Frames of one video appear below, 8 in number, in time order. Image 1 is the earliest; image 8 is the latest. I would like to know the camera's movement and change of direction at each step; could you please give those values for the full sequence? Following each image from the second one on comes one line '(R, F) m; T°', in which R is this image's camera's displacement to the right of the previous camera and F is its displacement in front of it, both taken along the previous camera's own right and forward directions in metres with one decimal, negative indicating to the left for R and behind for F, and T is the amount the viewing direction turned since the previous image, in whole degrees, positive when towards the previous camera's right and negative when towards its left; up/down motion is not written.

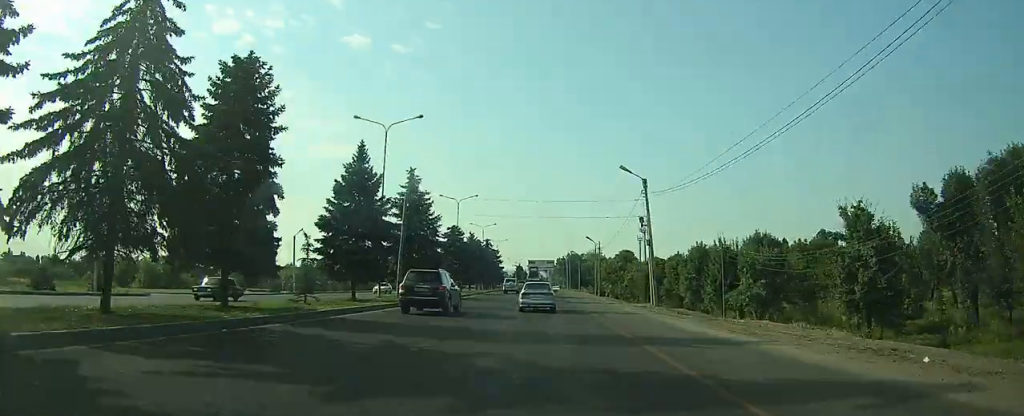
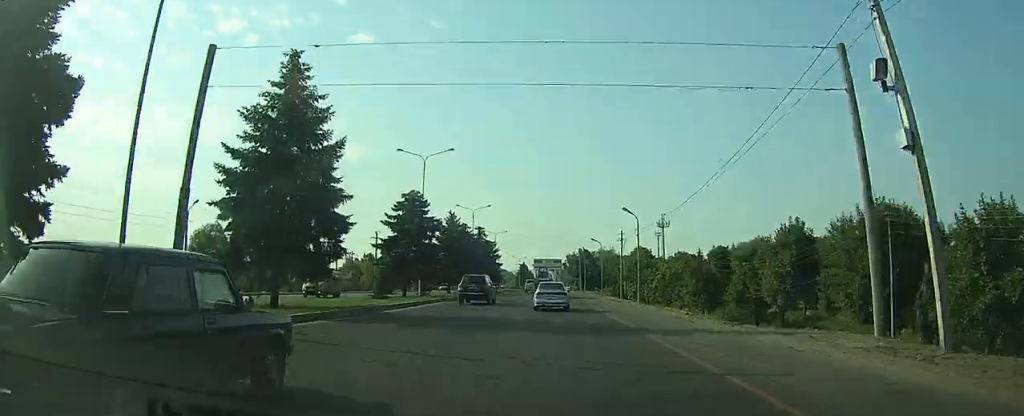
(-0.2, +25.0) m; -1°
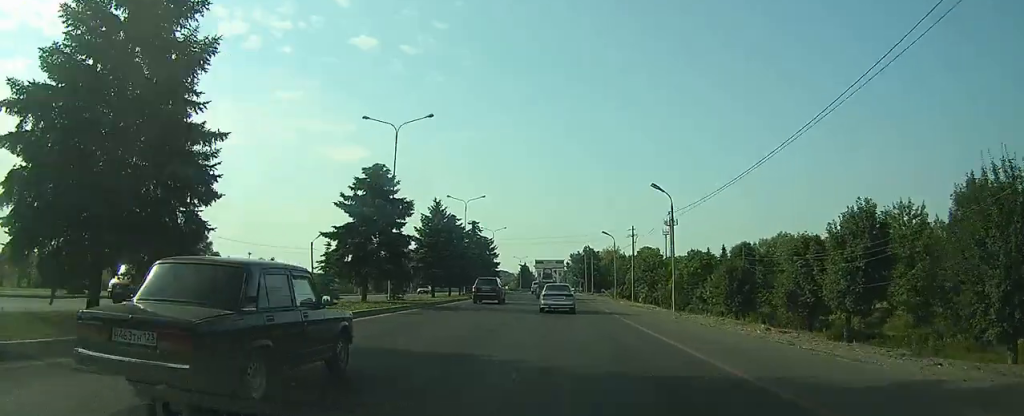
(0.0, +10.2) m; 0°
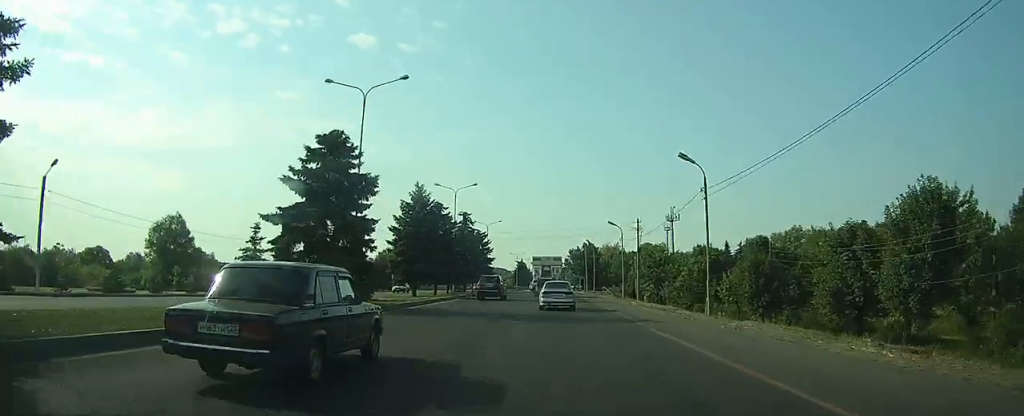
(0.0, +6.9) m; 0°
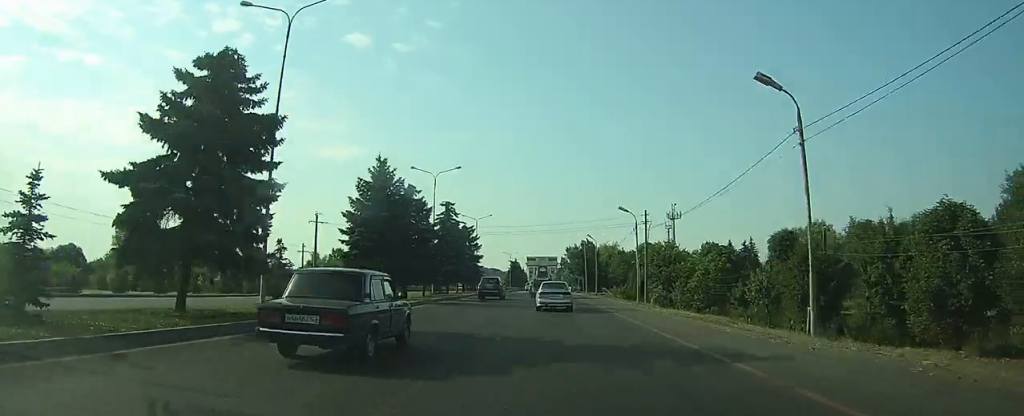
(0.0, +10.0) m; 0°
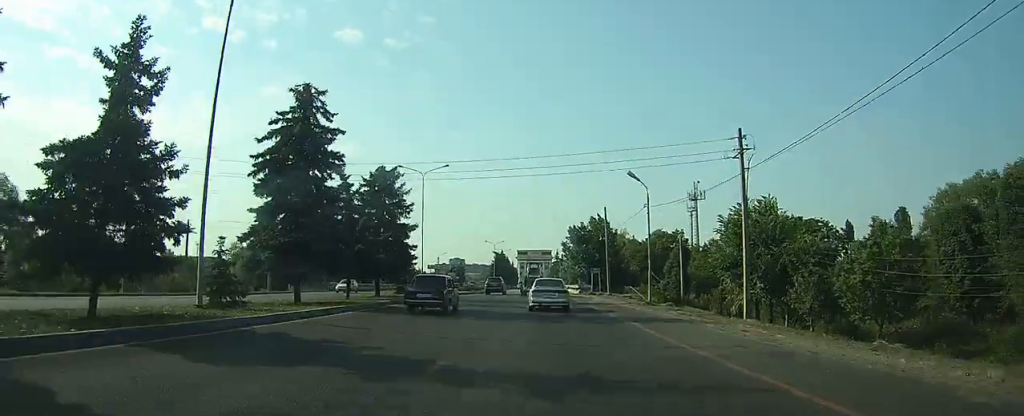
(+0.5, +38.3) m; +1°
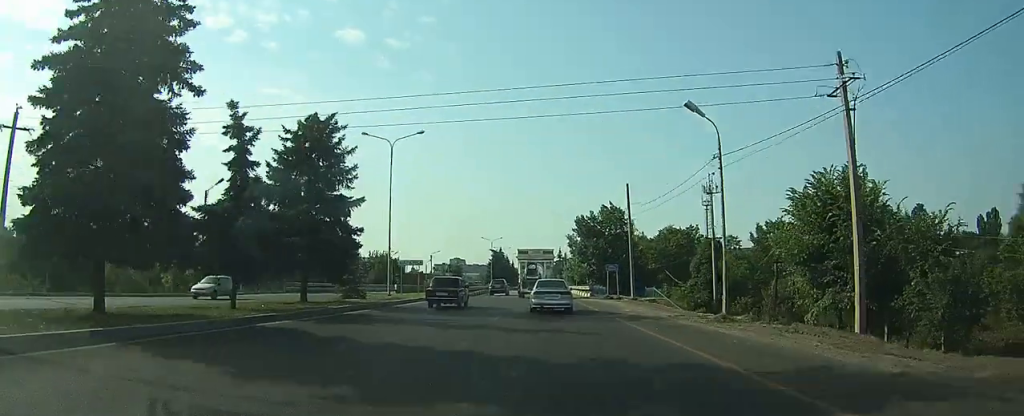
(-0.1, +13.1) m; 0°
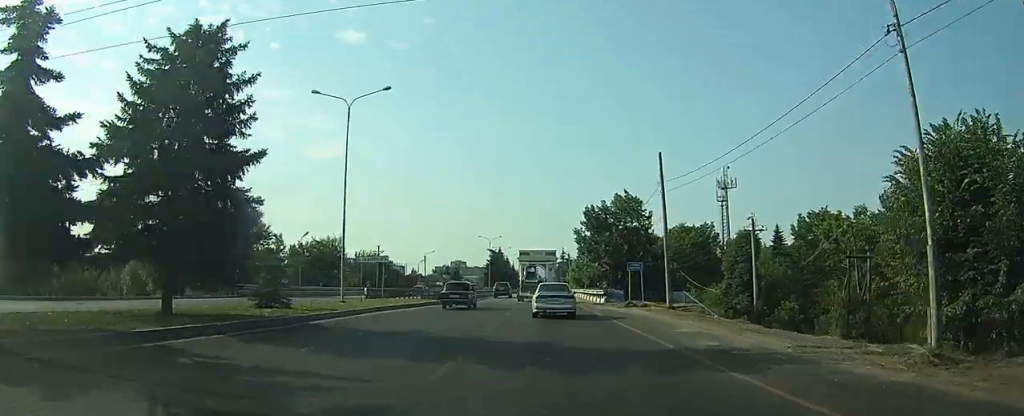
(0.0, +11.0) m; 0°
